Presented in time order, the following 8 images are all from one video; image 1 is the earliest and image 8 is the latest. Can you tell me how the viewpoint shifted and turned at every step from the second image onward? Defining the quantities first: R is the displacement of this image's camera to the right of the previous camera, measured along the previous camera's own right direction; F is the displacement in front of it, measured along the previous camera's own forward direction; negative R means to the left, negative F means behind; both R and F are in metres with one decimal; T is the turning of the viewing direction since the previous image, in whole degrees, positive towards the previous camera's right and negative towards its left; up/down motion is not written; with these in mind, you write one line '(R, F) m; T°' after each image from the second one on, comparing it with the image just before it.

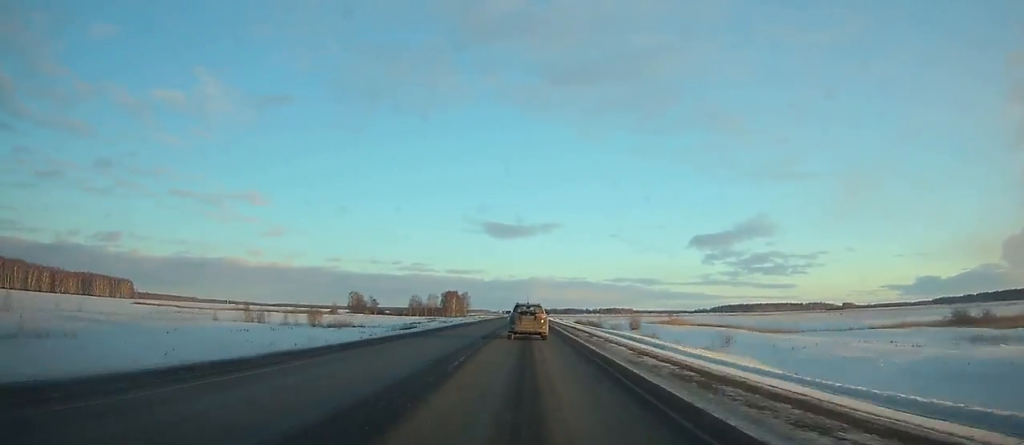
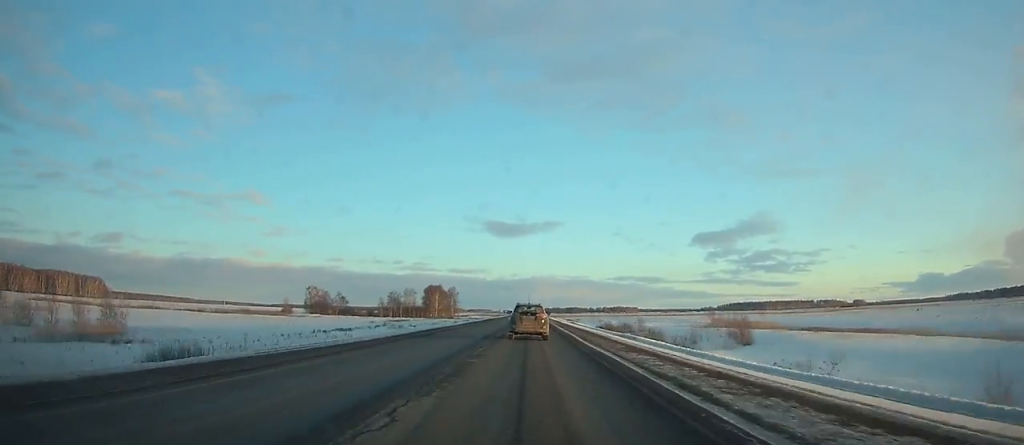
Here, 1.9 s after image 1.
(0.0, +56.0) m; 0°
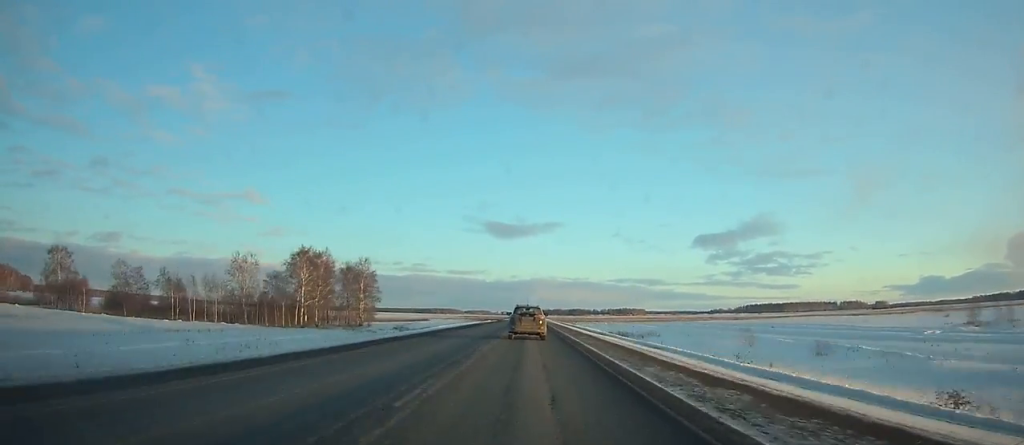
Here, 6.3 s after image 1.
(-0.2, +129.2) m; 0°
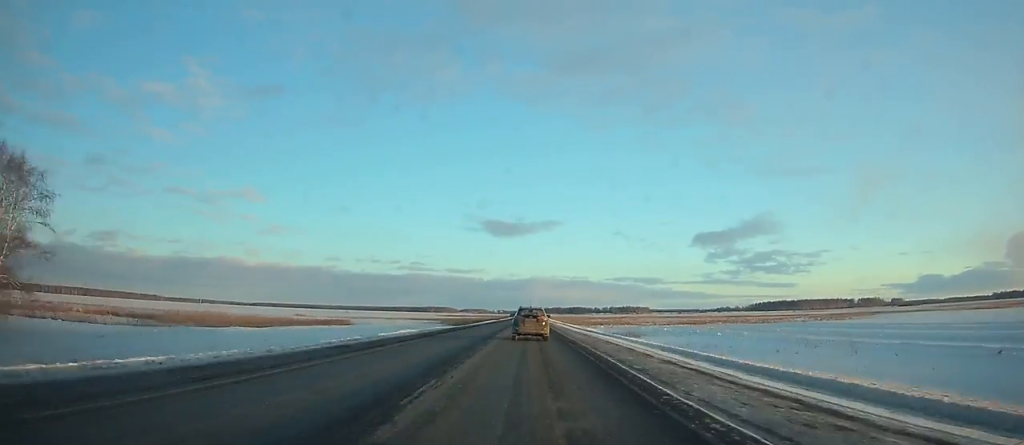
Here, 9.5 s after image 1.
(0.0, +94.3) m; 0°
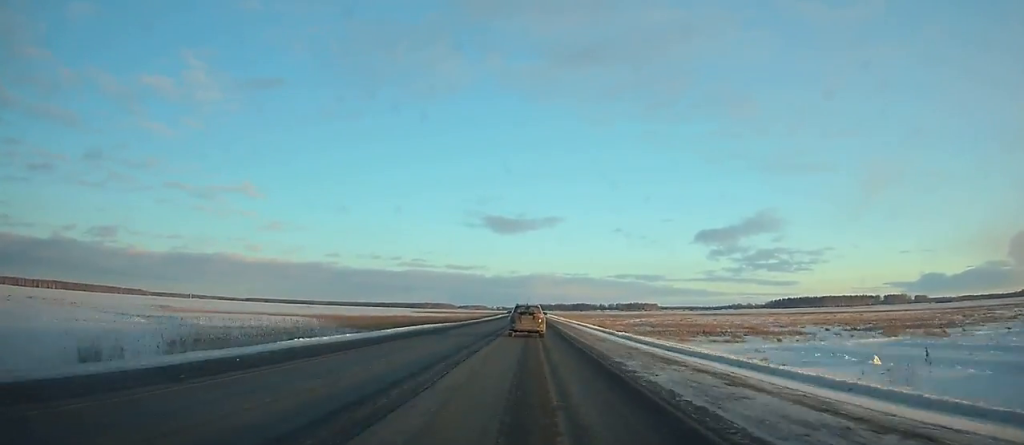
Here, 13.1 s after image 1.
(+0.1, +106.6) m; 0°
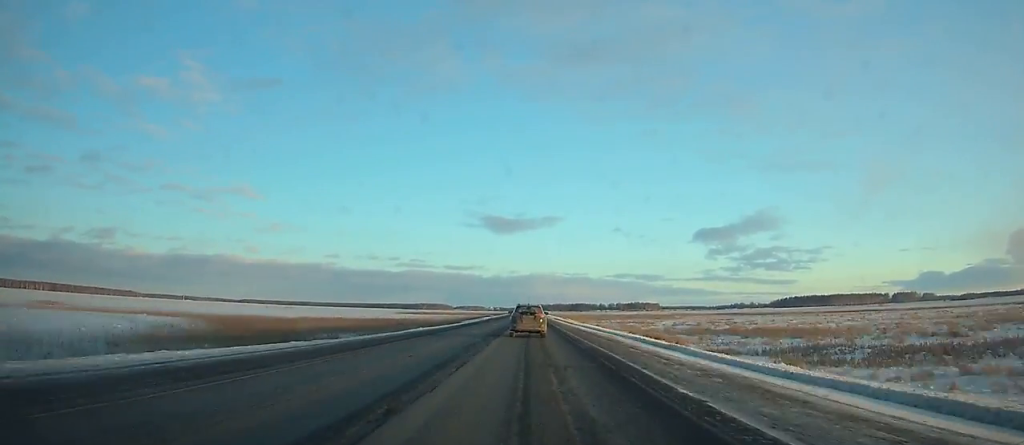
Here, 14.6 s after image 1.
(+0.1, +44.7) m; 0°
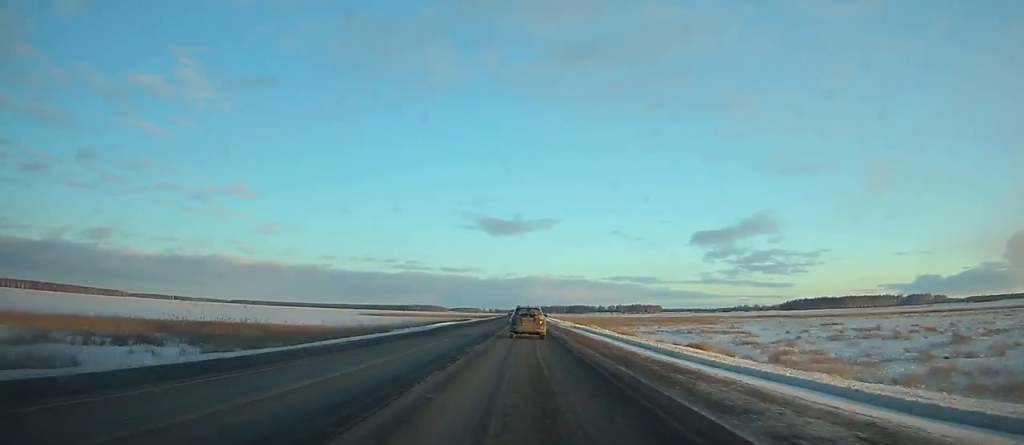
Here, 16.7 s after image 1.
(+0.1, +62.4) m; 0°
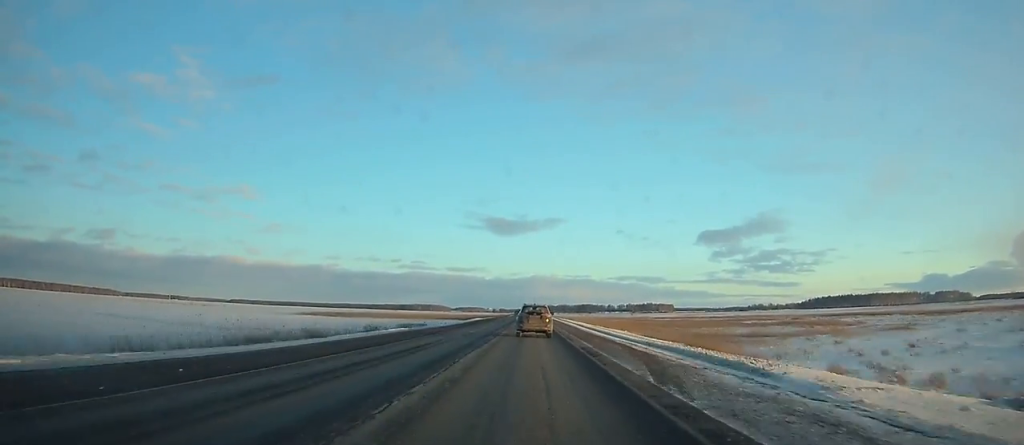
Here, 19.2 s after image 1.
(+0.1, +74.2) m; 0°
